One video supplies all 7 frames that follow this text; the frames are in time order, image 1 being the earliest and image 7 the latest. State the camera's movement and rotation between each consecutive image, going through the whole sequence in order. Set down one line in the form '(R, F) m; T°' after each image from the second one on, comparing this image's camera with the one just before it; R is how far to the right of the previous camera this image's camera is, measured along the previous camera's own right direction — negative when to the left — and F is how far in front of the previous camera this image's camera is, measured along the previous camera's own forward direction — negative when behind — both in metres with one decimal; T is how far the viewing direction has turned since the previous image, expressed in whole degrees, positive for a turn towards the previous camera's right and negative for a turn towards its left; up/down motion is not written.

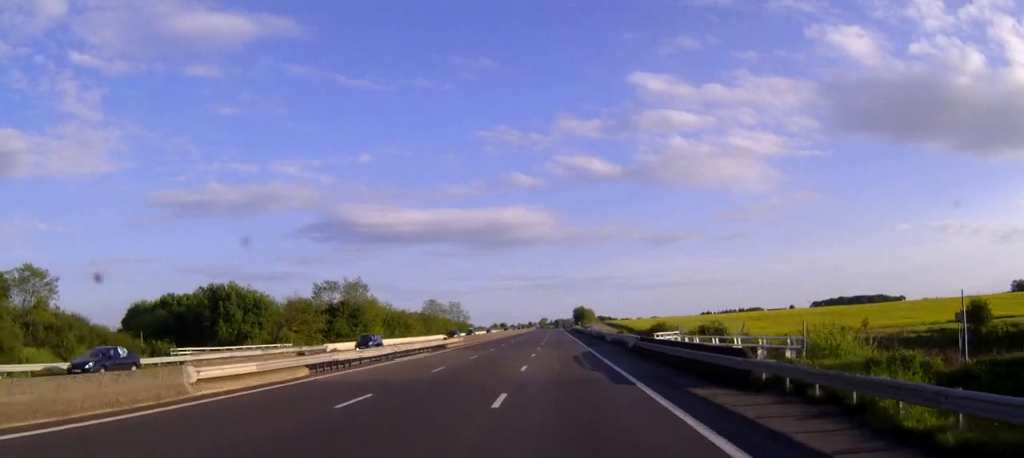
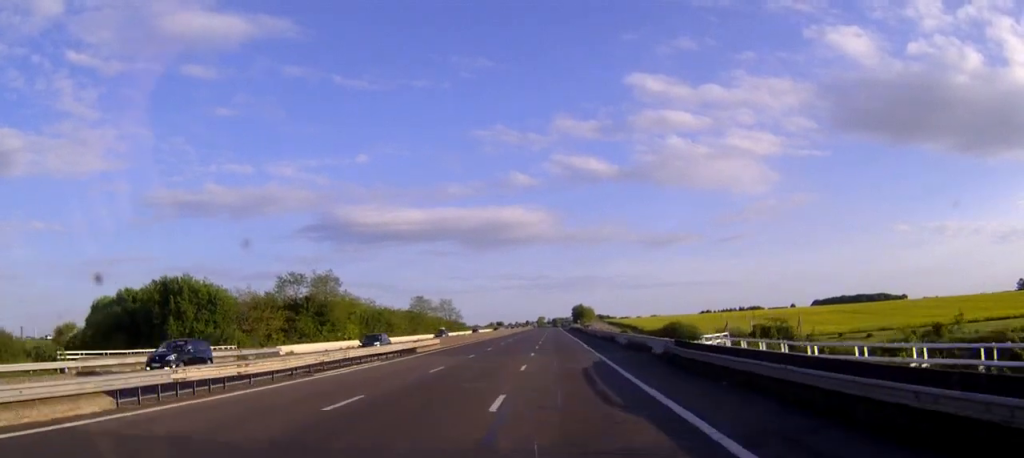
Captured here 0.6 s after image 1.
(0.0, +13.9) m; 0°
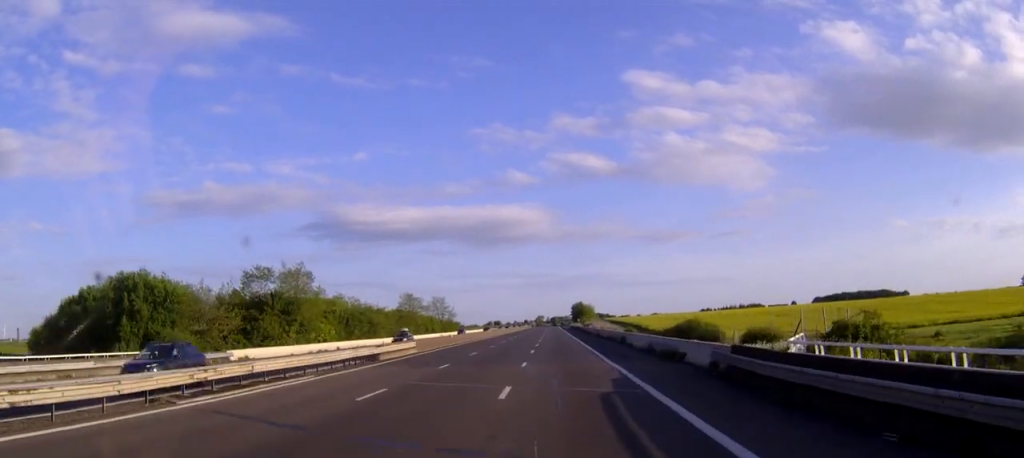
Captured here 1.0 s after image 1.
(0.0, +10.6) m; 0°
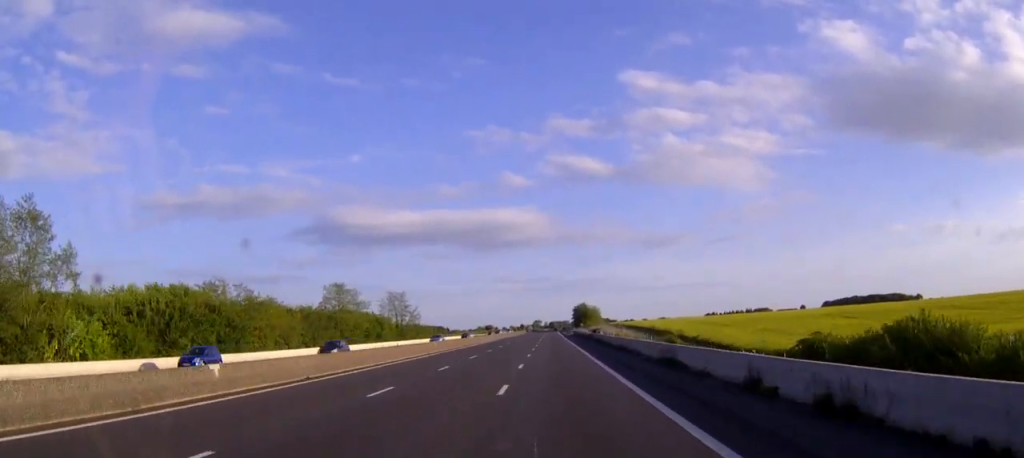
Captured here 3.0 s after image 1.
(0.0, +50.1) m; 0°
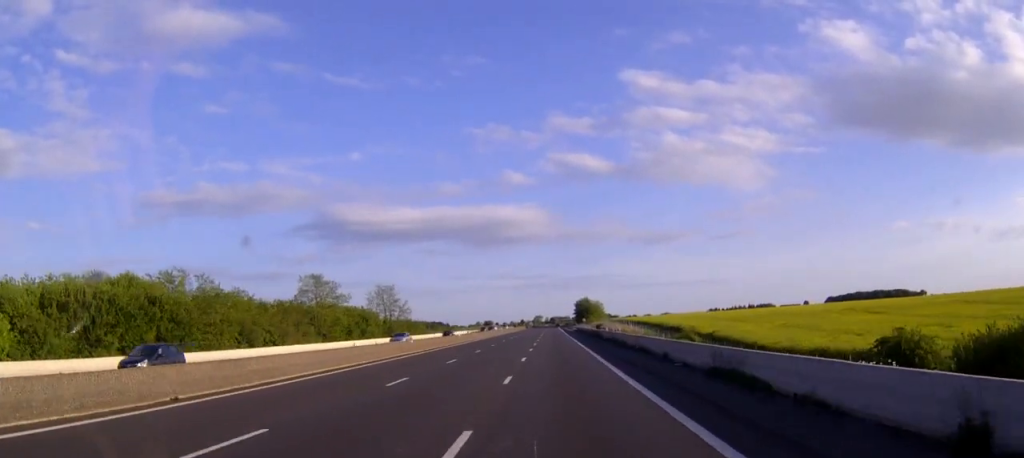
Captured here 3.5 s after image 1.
(0.0, +10.7) m; 0°
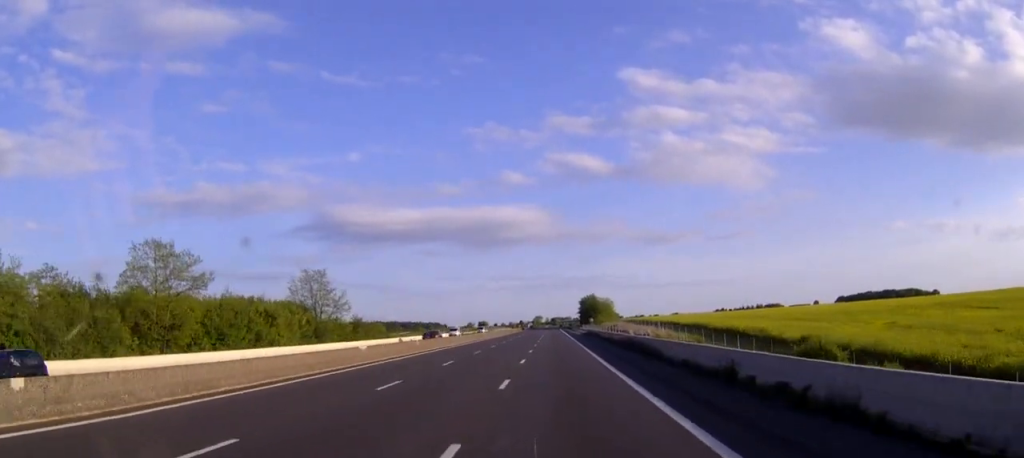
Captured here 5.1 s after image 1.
(0.0, +40.3) m; 0°
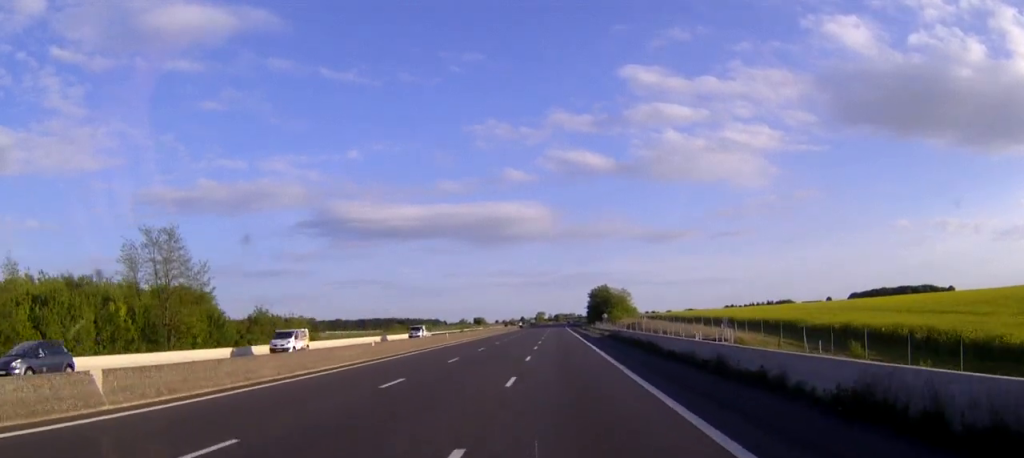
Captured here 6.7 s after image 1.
(-0.1, +39.5) m; 0°
